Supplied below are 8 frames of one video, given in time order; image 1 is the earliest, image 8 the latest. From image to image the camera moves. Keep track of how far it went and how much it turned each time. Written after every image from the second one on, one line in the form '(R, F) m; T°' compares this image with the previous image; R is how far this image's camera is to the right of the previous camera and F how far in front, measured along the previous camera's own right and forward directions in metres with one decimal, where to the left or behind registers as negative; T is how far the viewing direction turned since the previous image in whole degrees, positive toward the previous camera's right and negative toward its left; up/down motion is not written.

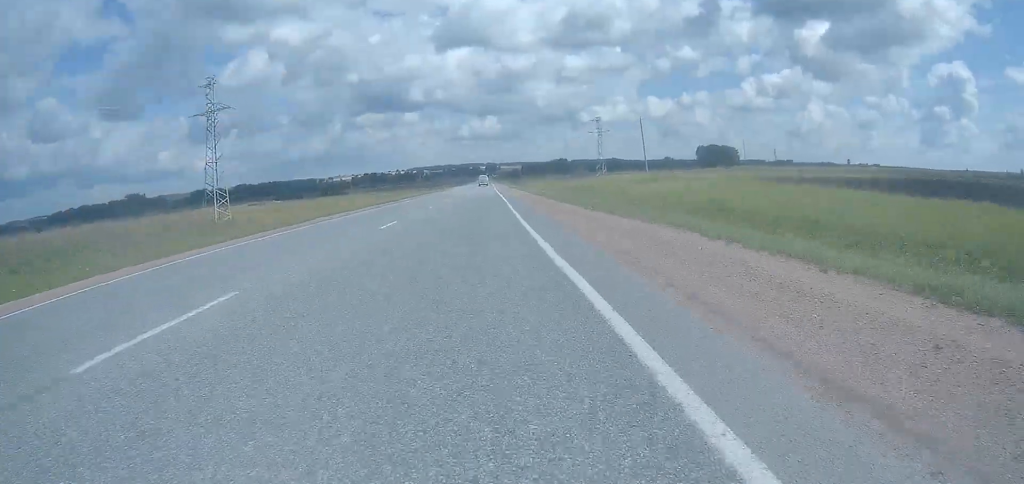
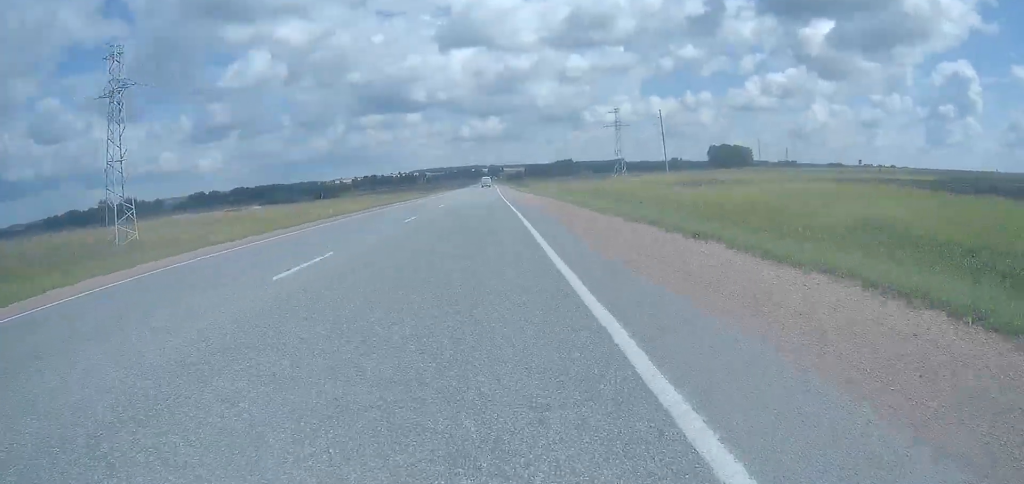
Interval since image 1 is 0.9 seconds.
(0.0, +19.9) m; 0°
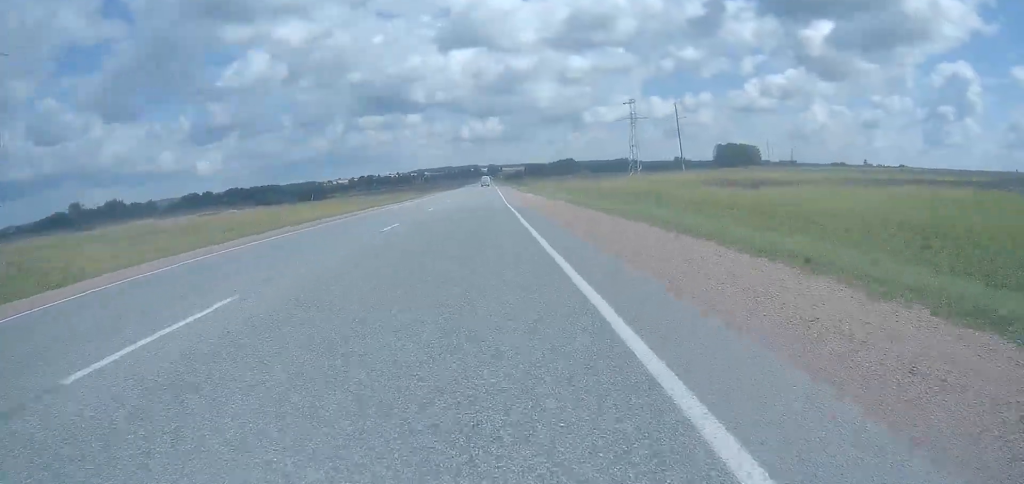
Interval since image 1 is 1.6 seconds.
(0.0, +16.0) m; 0°
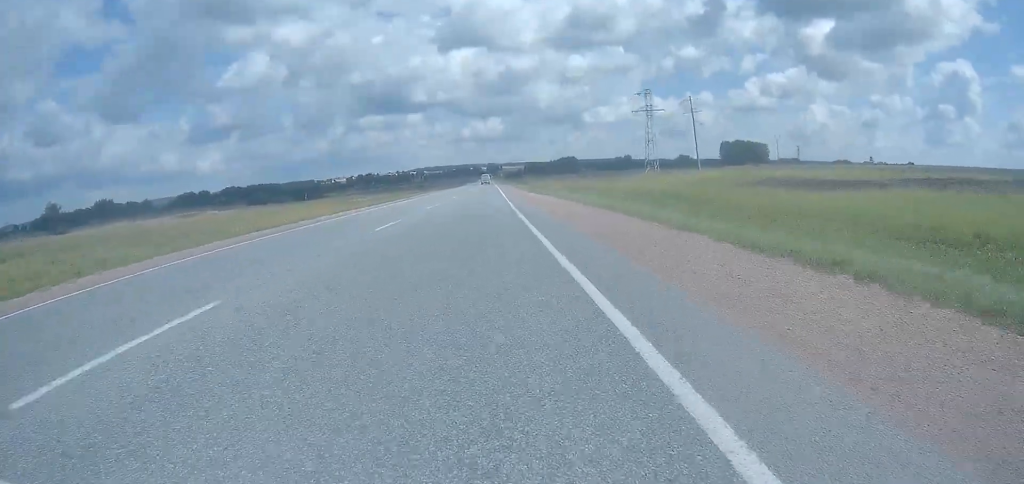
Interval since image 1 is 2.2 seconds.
(0.0, +13.0) m; 0°
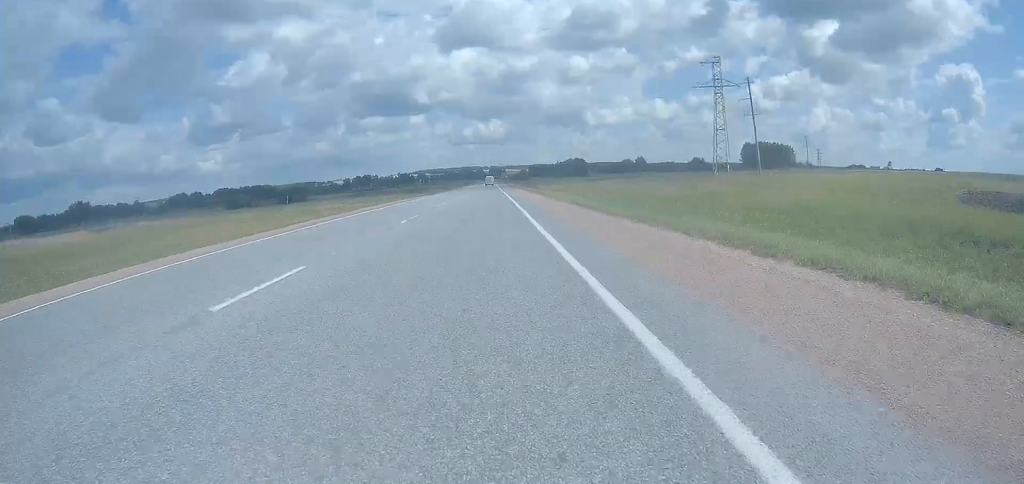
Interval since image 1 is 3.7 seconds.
(-0.2, +32.6) m; 0°
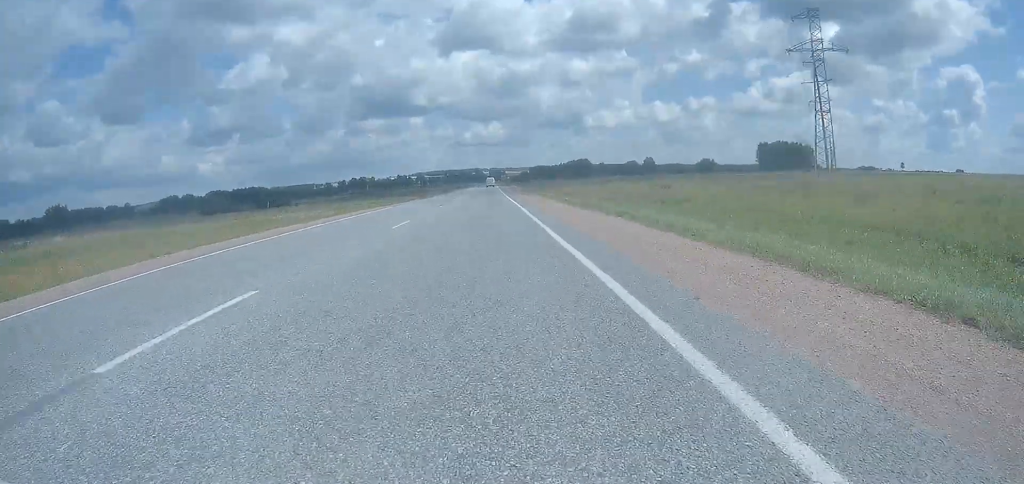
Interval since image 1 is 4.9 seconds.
(0.0, +26.3) m; 0°
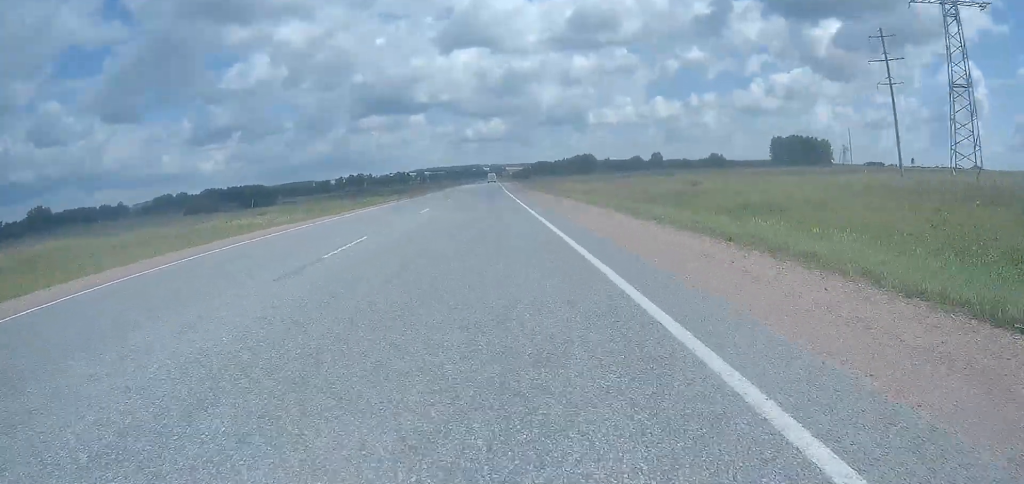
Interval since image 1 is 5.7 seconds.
(0.0, +19.0) m; 0°
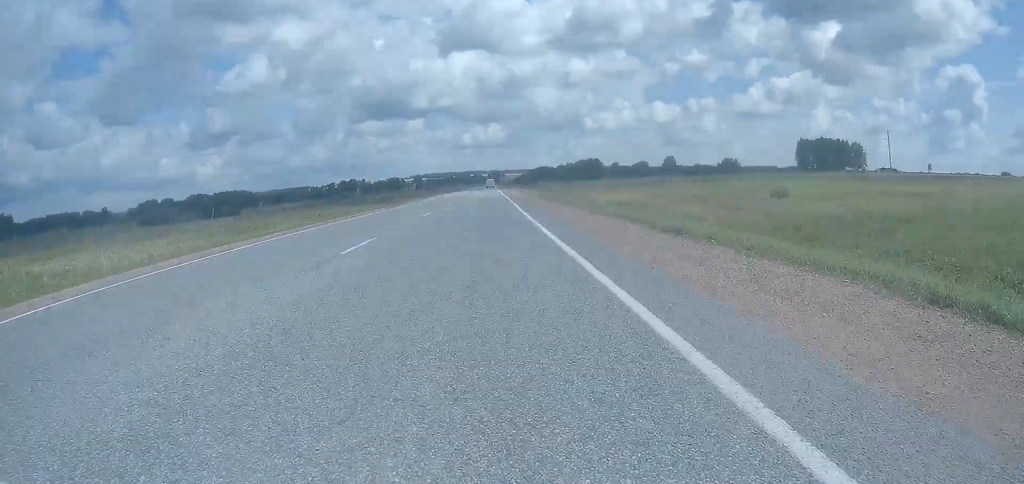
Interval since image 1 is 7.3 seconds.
(0.0, +35.2) m; 0°
